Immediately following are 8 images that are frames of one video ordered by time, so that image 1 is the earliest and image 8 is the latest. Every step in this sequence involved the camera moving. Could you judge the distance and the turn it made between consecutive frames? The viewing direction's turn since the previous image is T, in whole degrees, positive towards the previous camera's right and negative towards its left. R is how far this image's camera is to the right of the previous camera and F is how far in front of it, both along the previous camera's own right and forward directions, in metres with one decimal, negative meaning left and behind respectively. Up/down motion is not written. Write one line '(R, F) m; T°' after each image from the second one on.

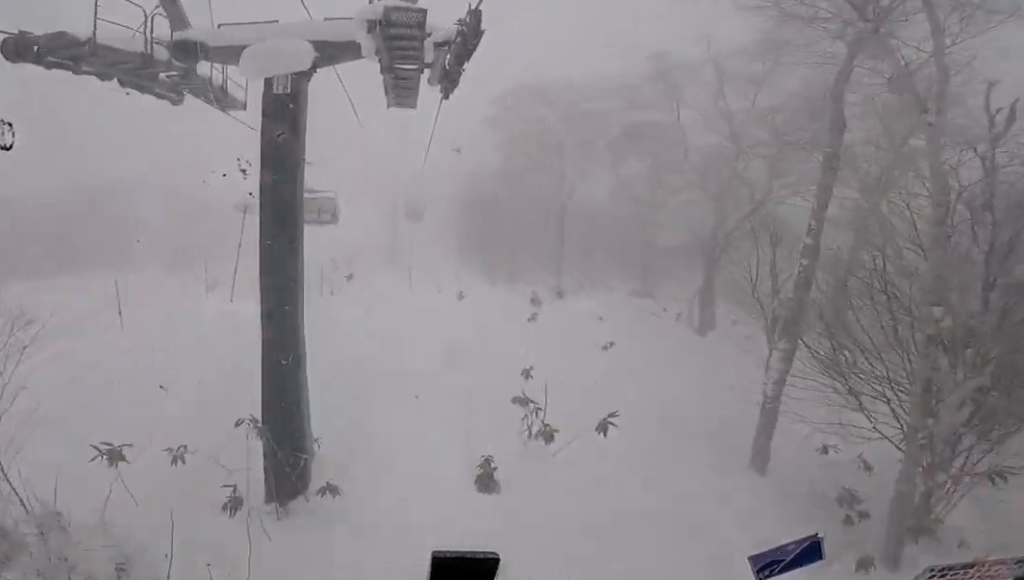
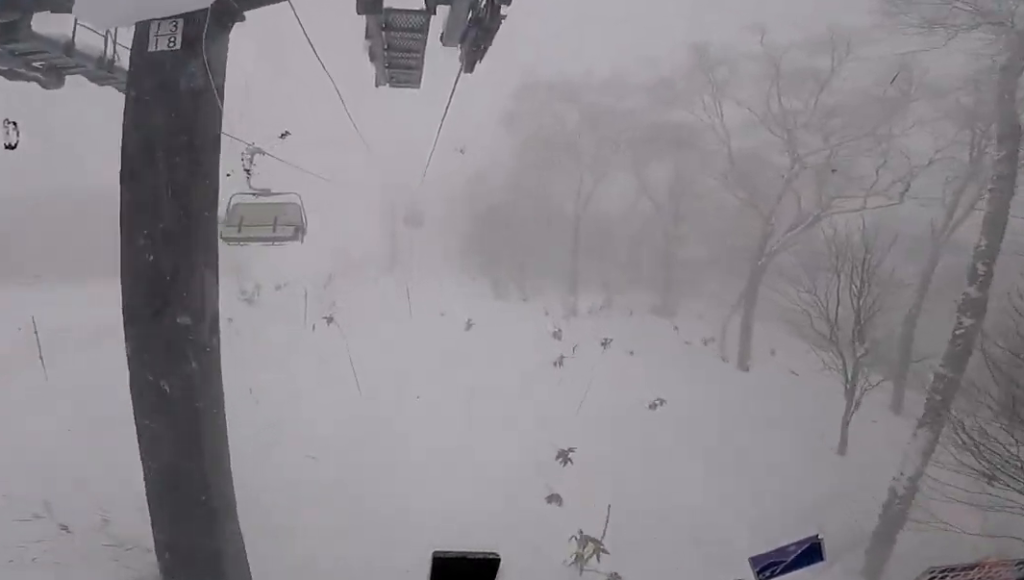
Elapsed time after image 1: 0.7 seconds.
(+0.1, +3.1) m; +4°
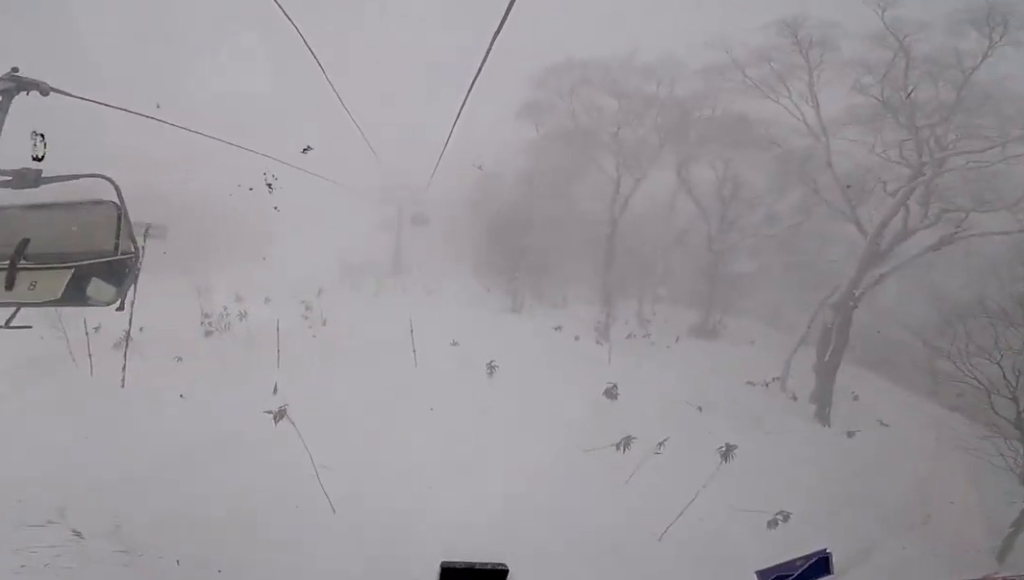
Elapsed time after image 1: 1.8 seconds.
(+0.2, +4.4) m; -3°
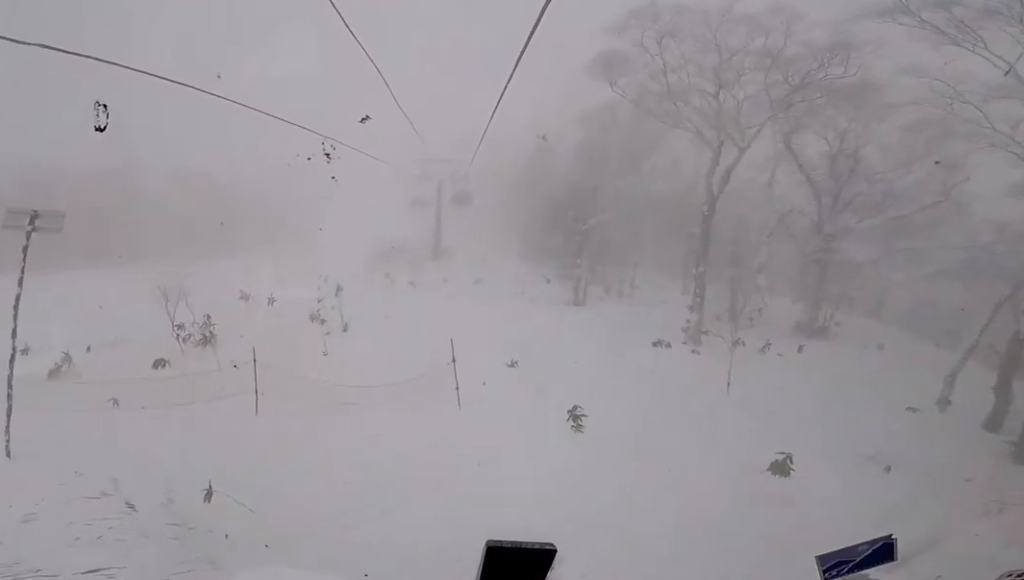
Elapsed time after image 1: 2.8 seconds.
(-0.5, +4.7) m; -2°
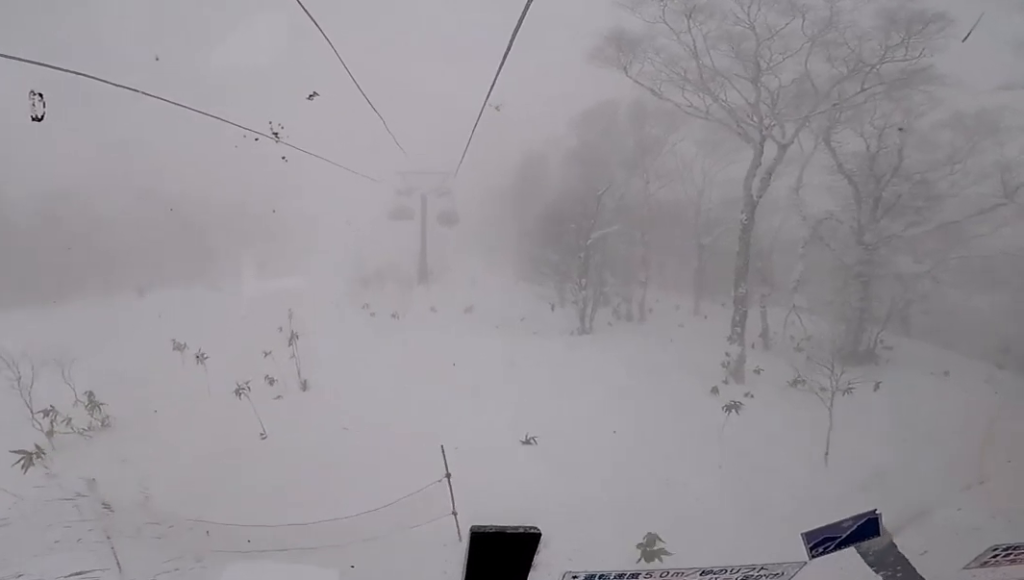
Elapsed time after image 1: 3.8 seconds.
(+0.2, +4.0) m; +5°
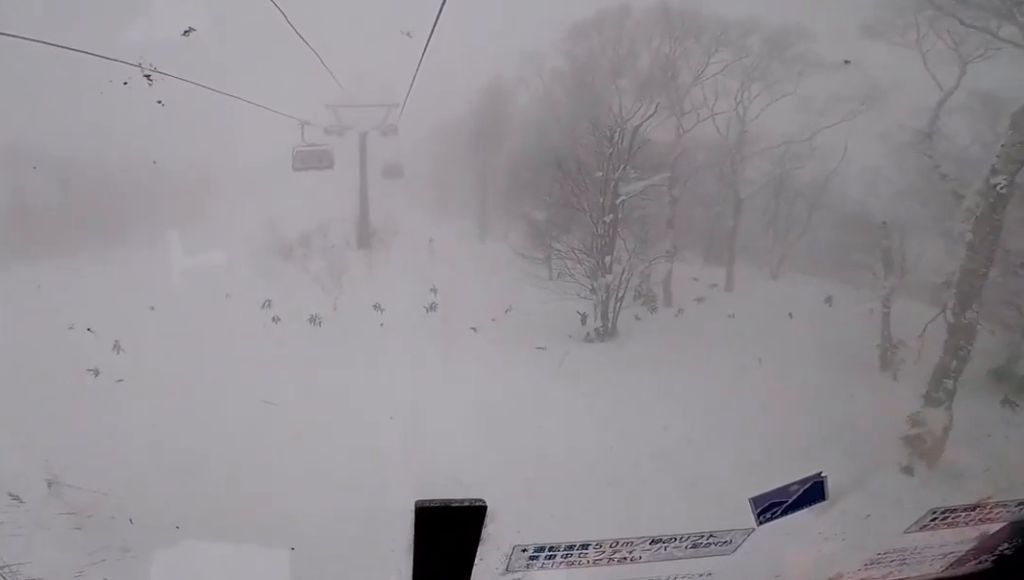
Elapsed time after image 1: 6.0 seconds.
(+0.1, +10.2) m; 0°
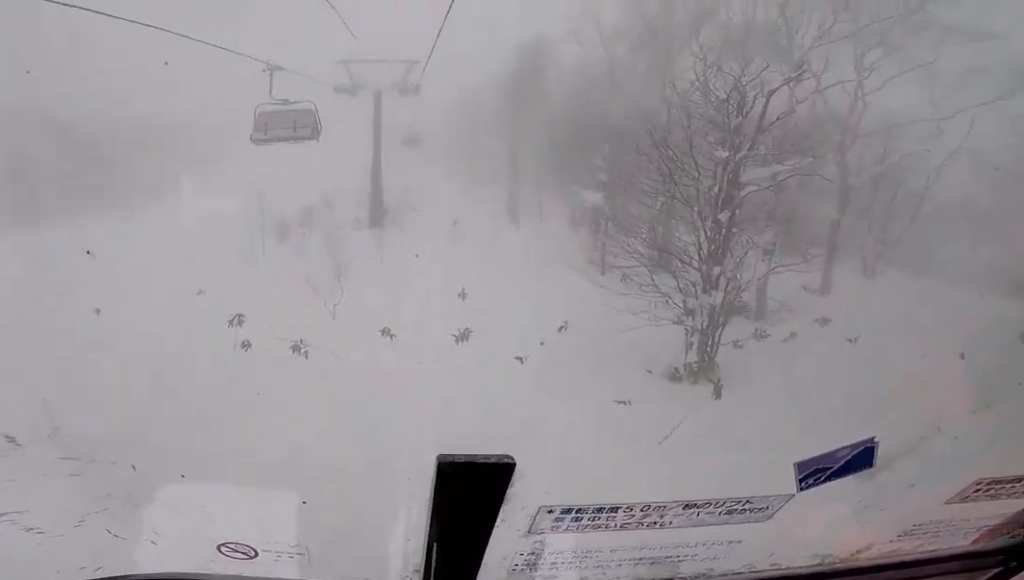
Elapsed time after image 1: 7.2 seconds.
(-0.2, +5.1) m; -6°
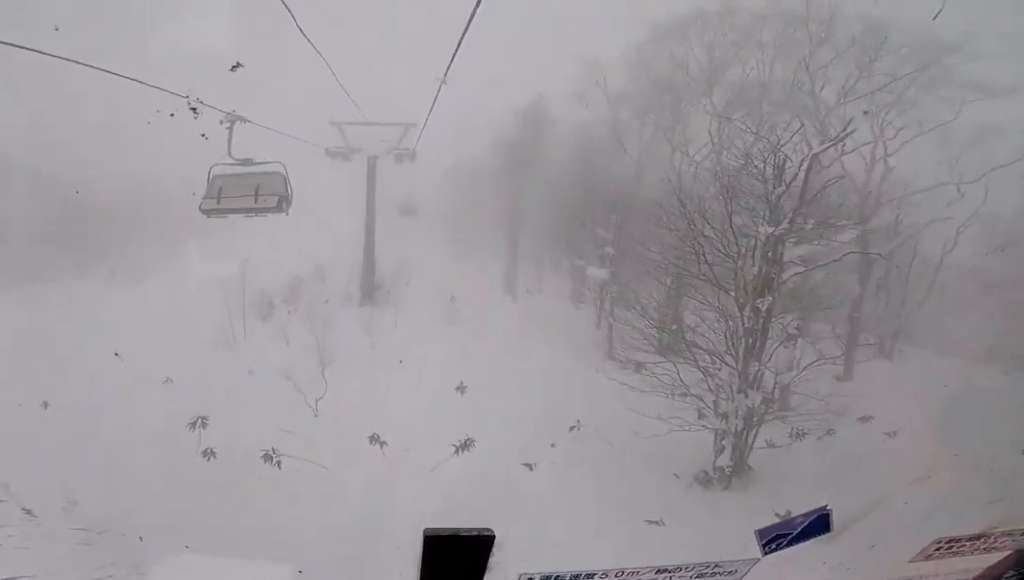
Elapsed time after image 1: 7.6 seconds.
(-0.1, +1.9) m; -1°
